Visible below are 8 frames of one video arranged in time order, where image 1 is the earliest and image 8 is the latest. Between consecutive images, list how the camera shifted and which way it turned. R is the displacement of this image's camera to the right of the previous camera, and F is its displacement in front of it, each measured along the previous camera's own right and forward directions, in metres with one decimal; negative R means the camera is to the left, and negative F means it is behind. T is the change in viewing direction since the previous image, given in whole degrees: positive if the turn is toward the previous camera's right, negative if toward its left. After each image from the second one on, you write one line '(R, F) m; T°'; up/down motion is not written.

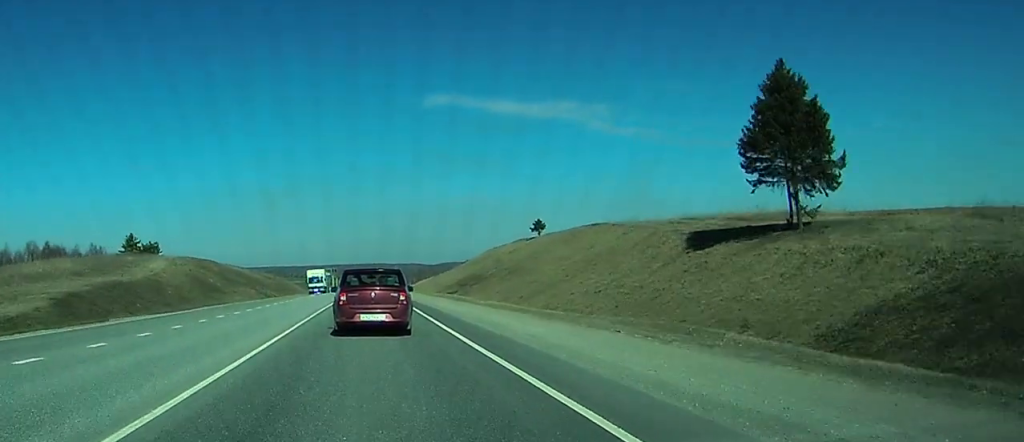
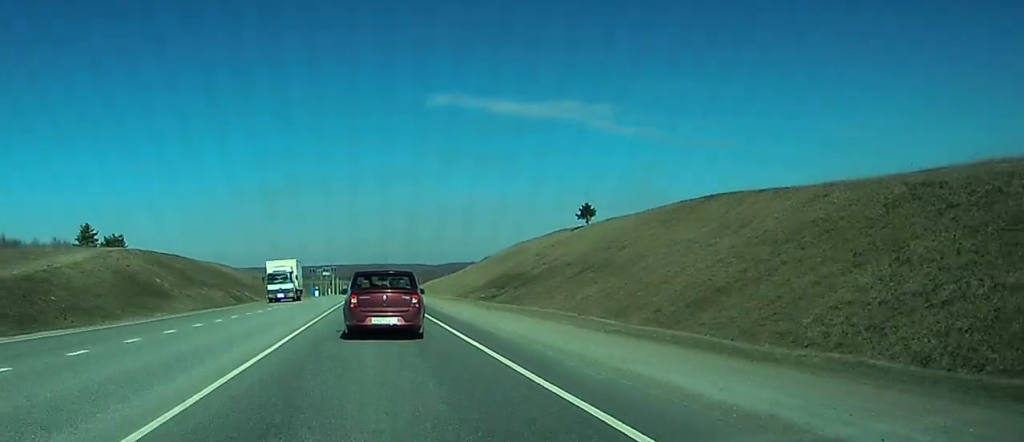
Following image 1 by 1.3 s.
(0.0, +34.4) m; 0°
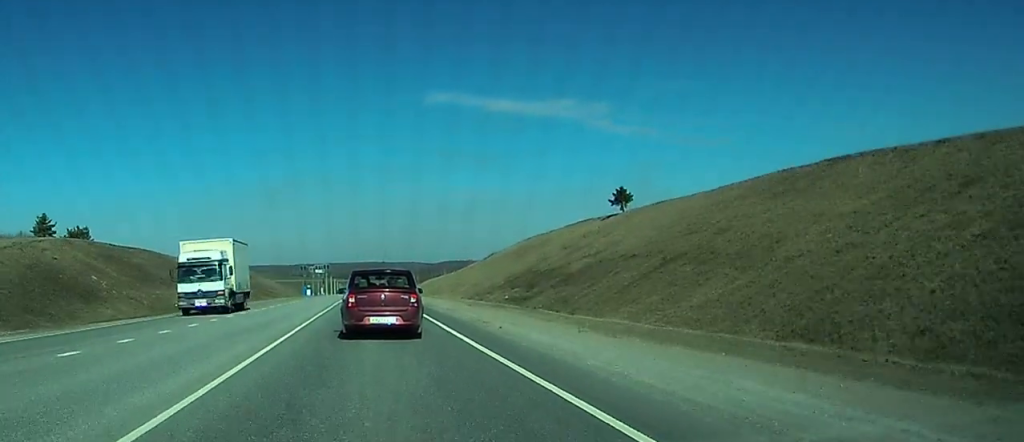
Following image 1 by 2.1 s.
(0.0, +20.8) m; 0°
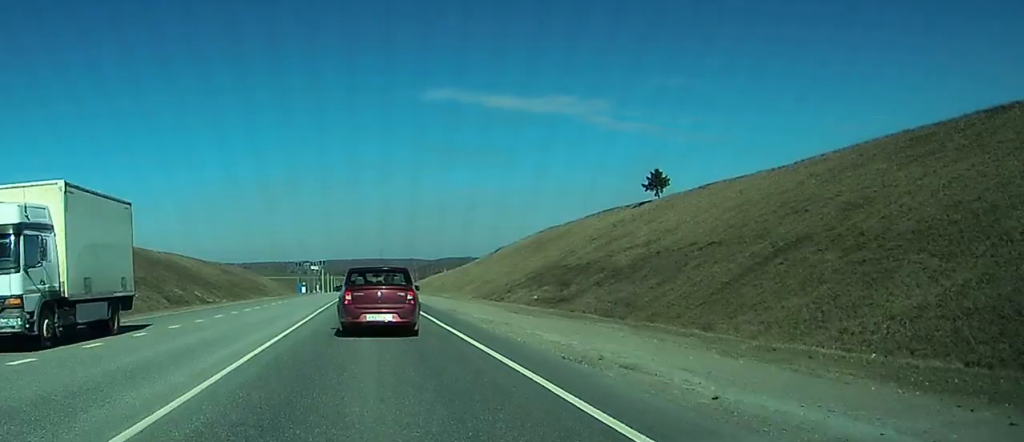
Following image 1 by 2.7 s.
(-0.1, +14.7) m; 0°
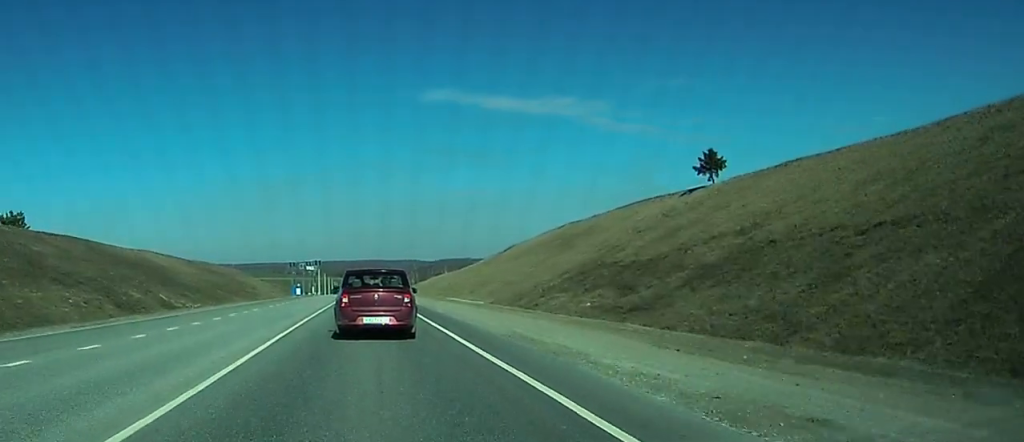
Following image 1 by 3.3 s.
(+0.2, +16.5) m; 0°
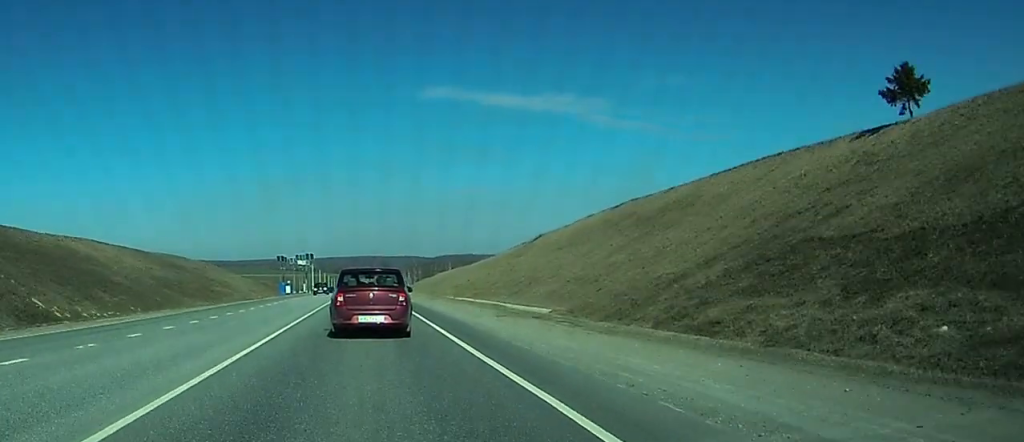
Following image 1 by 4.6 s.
(+0.2, +32.9) m; 0°
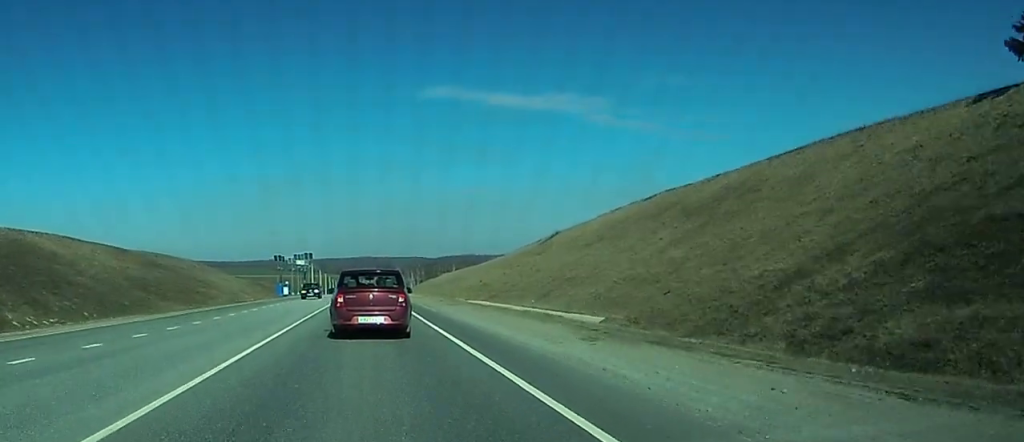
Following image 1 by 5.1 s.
(-0.1, +12.1) m; 0°
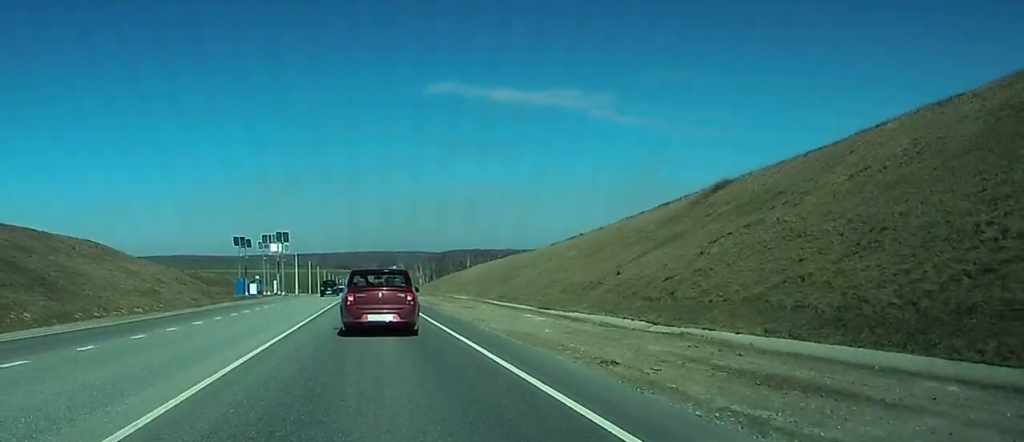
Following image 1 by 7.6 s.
(-0.5, +67.0) m; 0°
